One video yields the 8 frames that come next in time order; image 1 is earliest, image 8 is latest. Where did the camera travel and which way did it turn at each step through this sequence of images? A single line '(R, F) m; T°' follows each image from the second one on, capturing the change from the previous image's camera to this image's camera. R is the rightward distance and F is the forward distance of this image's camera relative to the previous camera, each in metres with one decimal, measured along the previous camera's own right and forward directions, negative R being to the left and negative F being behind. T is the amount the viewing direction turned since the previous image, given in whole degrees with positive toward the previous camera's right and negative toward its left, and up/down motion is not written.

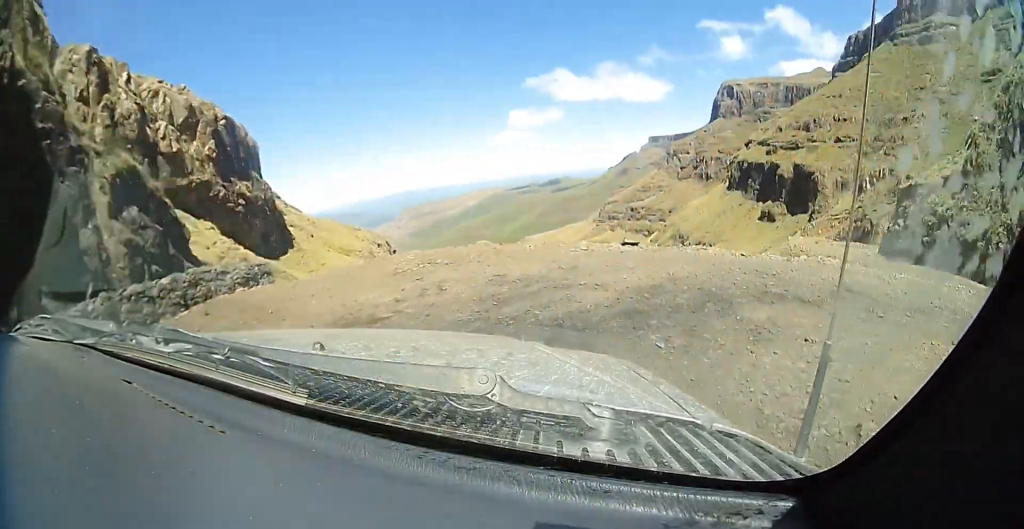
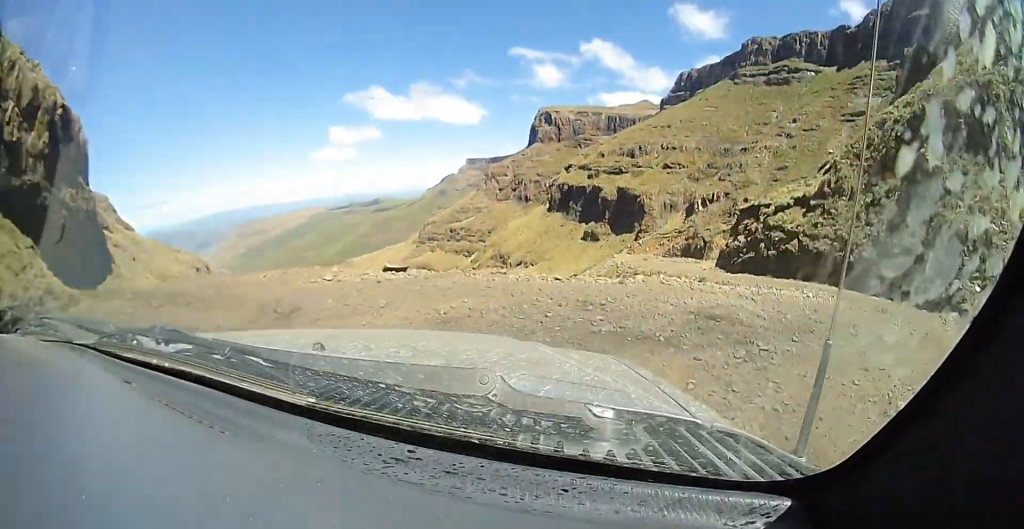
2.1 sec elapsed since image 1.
(+0.9, +2.7) m; +23°
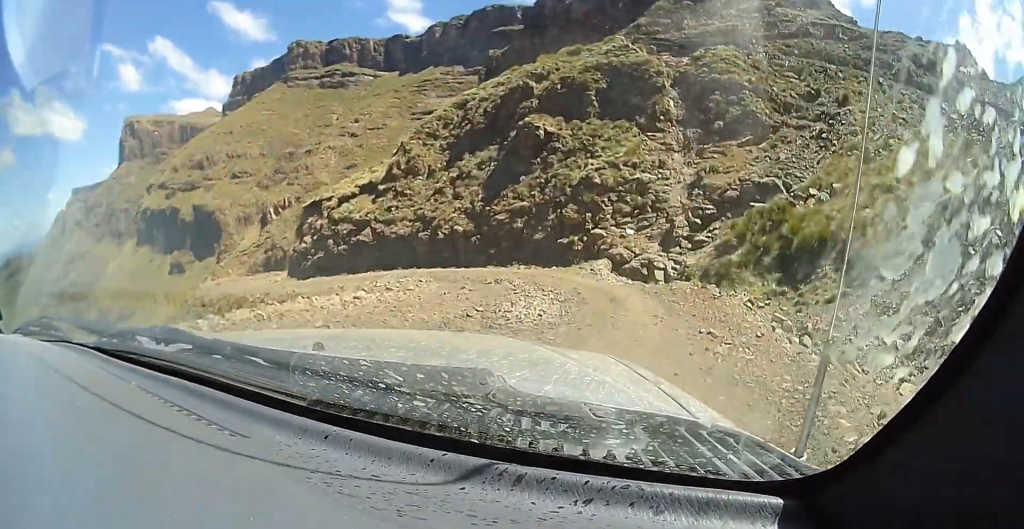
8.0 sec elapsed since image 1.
(+2.5, +7.8) m; +23°
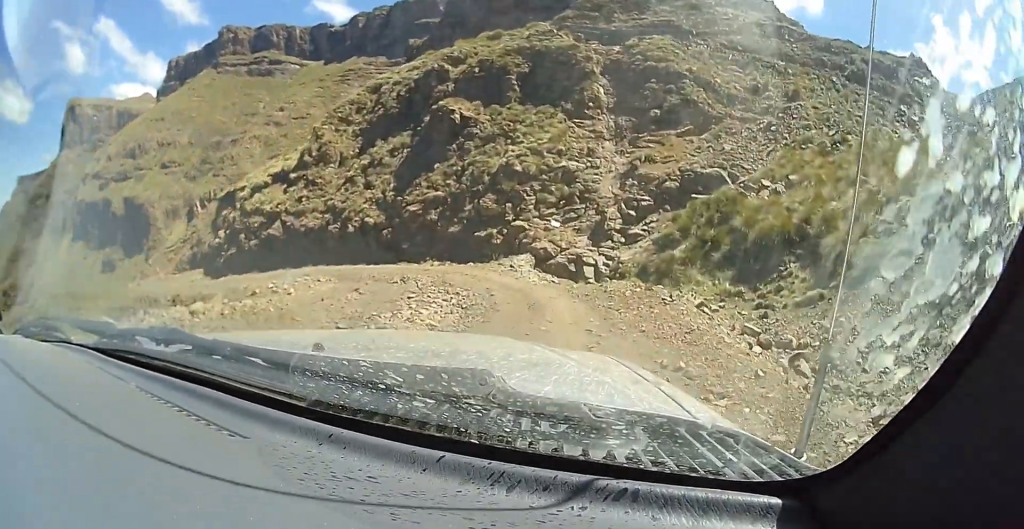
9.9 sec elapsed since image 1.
(+0.3, +2.8) m; -1°
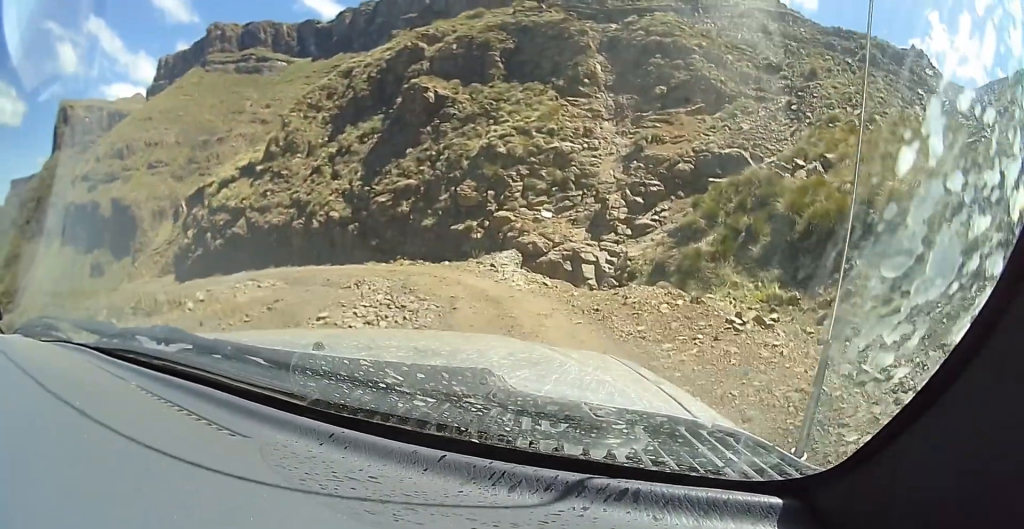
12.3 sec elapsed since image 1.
(-0.2, +3.9) m; -3°
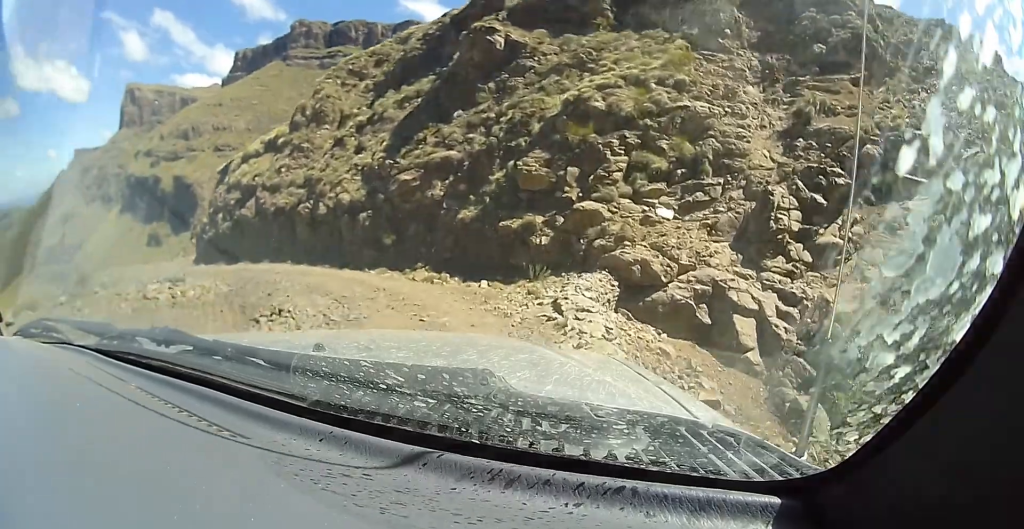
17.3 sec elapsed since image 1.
(-0.7, +8.6) m; -11°
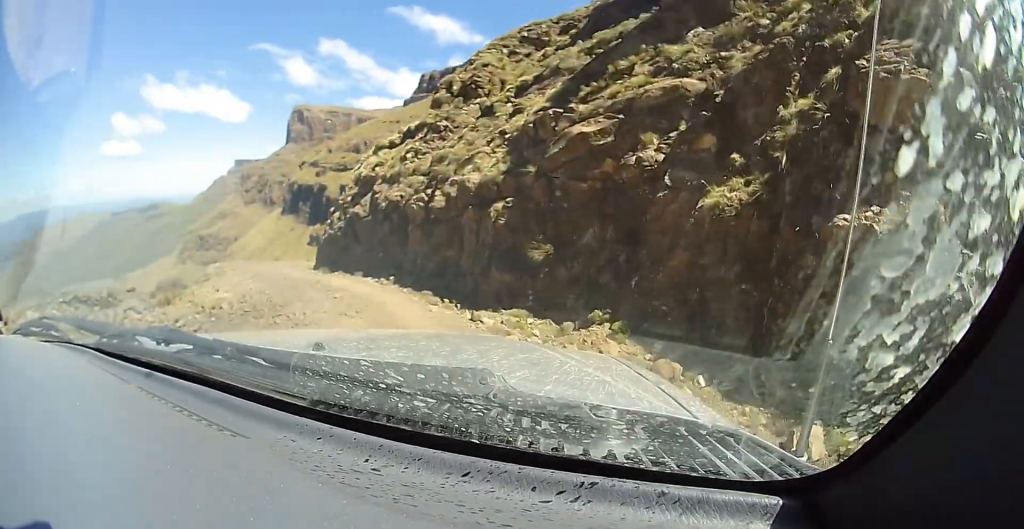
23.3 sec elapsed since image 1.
(-1.6, +9.9) m; -20°
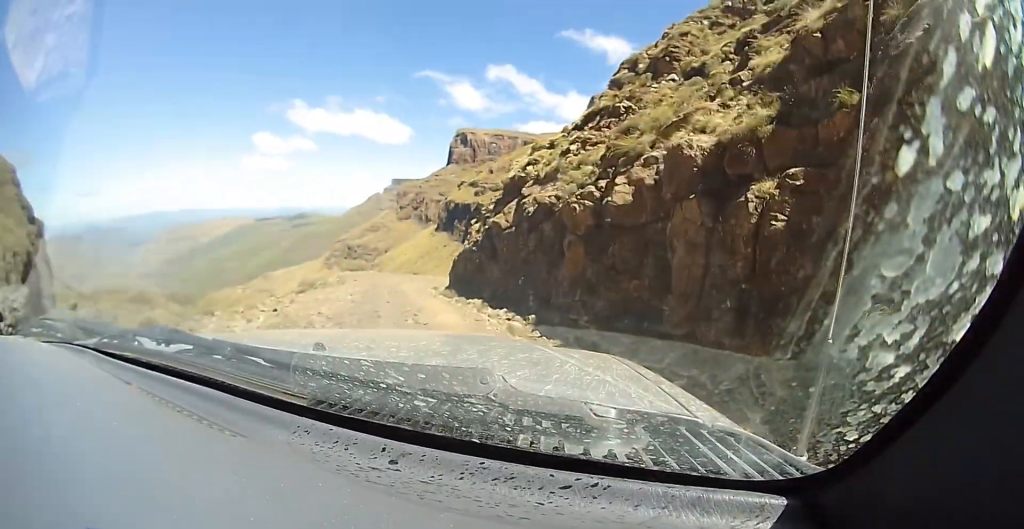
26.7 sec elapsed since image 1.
(-0.1, +5.7) m; -17°
